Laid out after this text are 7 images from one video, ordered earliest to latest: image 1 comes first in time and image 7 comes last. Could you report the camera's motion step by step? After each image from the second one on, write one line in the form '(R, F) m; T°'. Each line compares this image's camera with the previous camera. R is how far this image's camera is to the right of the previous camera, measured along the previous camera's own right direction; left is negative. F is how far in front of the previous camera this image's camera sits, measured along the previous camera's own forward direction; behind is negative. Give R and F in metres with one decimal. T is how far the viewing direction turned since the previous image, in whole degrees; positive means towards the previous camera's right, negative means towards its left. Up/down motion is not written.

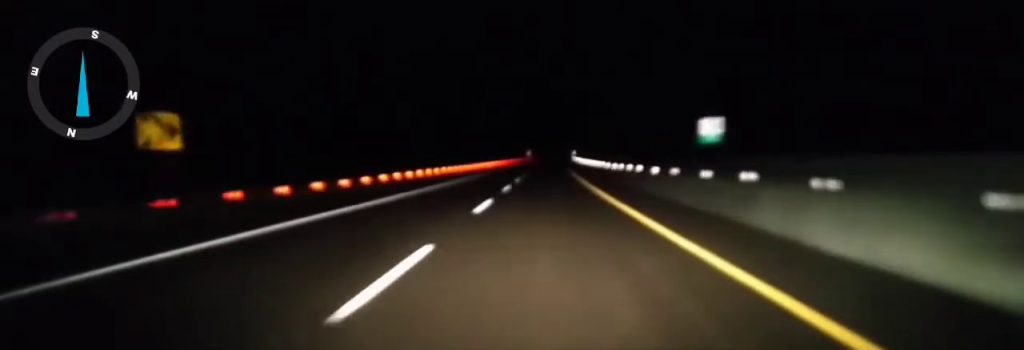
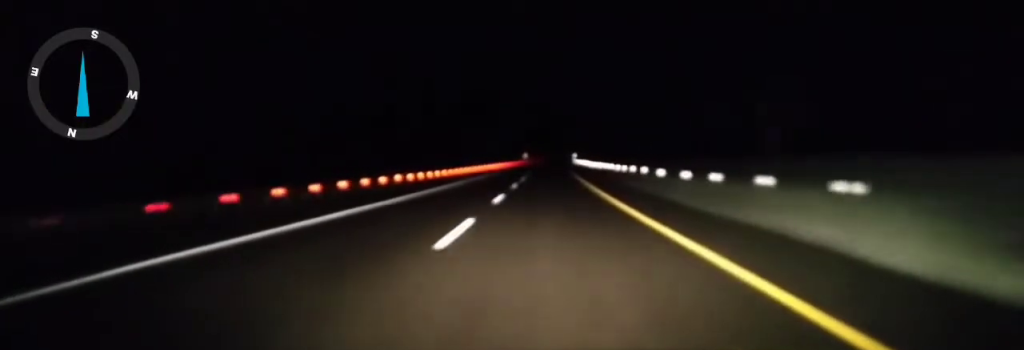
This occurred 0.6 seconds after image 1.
(+0.1, +20.7) m; +1°
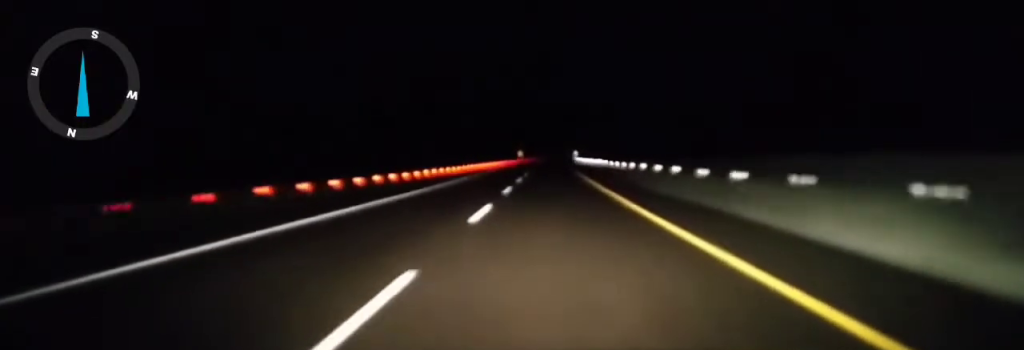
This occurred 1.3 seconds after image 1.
(+0.4, +21.8) m; 0°
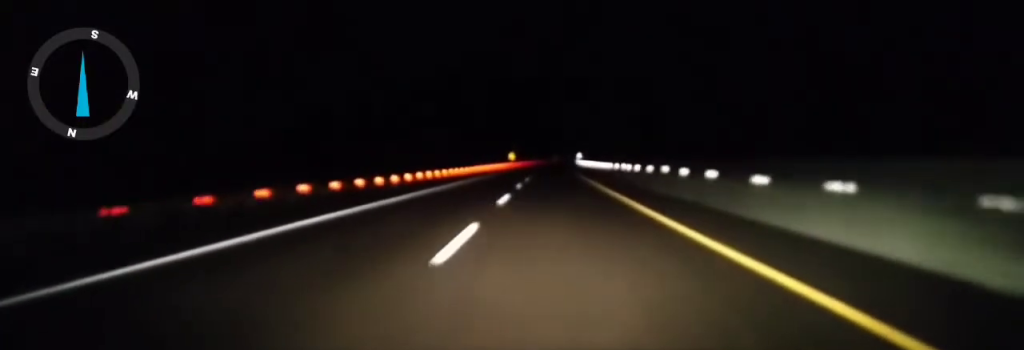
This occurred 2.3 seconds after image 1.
(-0.3, +31.7) m; 0°
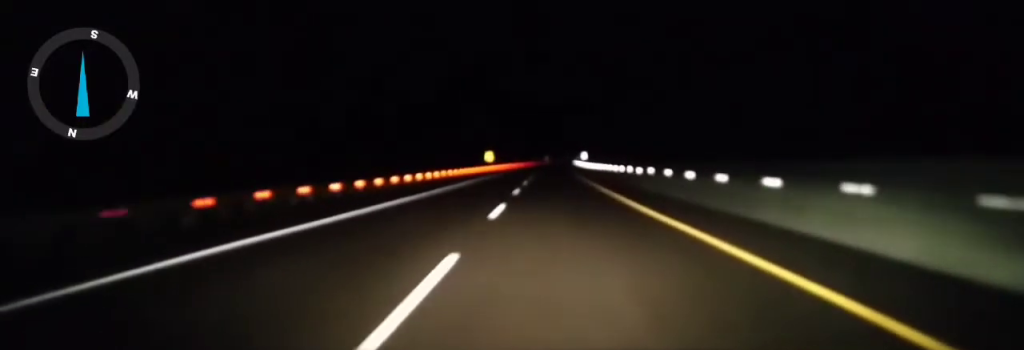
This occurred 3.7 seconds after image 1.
(+0.5, +45.6) m; +1°
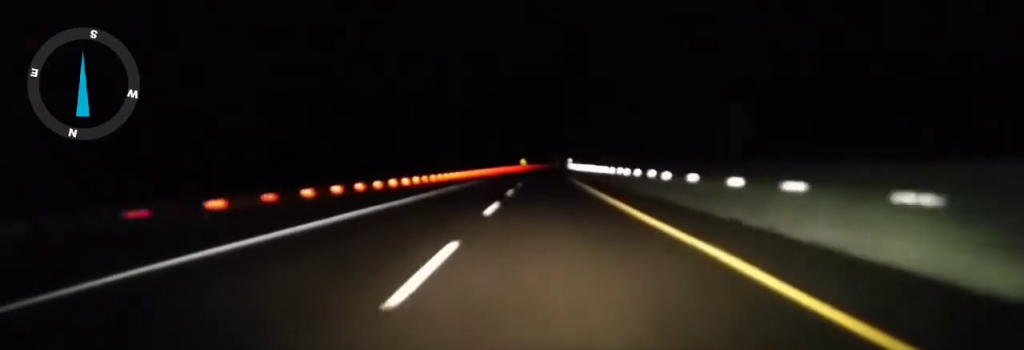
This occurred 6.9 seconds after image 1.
(+1.8, +102.8) m; +2°
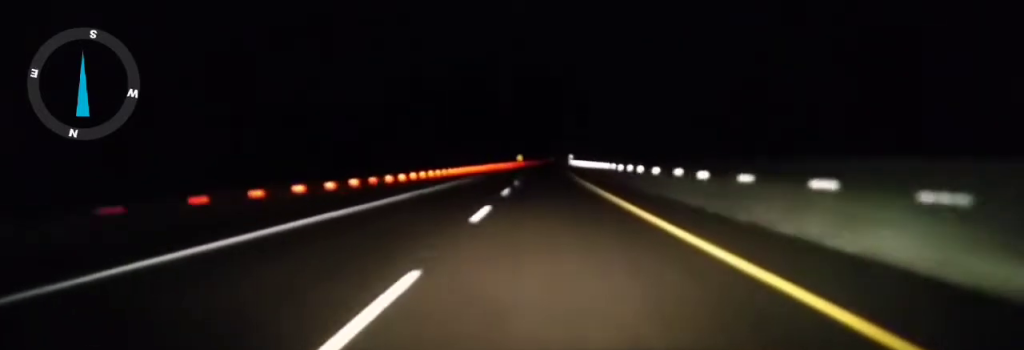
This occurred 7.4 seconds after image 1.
(+0.3, +17.0) m; 0°
